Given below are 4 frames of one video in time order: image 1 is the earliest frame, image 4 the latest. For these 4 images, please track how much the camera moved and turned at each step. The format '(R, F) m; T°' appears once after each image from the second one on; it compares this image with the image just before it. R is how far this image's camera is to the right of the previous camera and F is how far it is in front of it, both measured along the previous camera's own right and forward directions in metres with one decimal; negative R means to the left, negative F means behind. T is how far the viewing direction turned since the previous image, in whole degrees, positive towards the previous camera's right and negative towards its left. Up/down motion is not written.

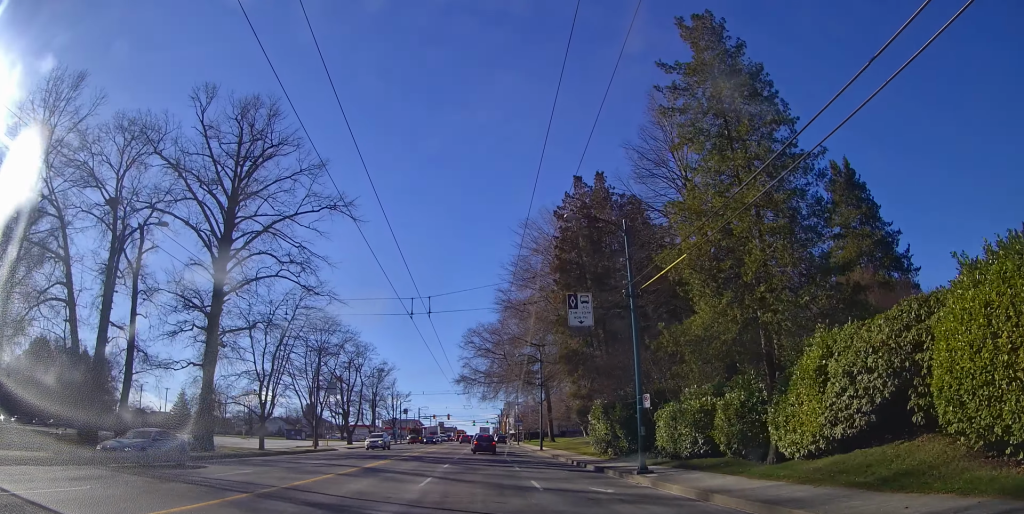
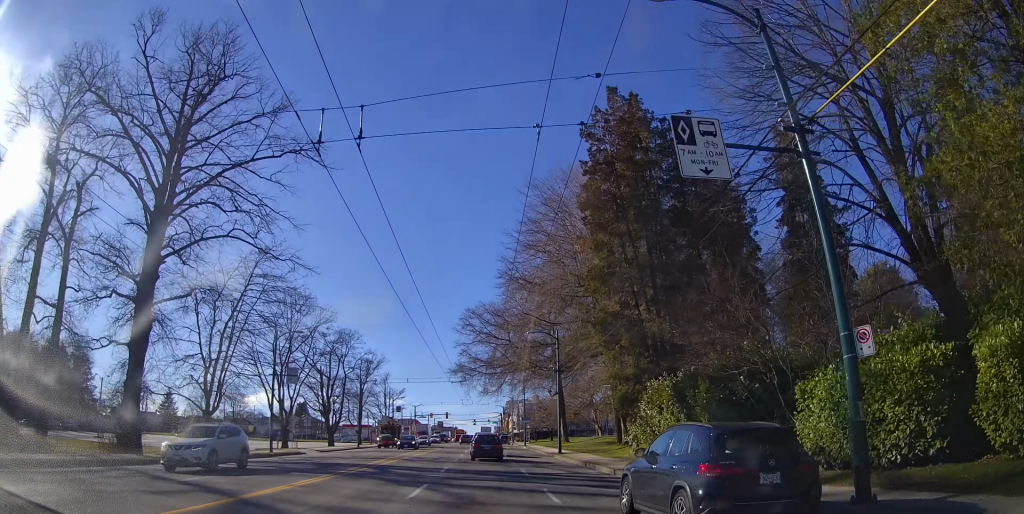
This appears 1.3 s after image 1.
(+0.3, +13.6) m; -1°
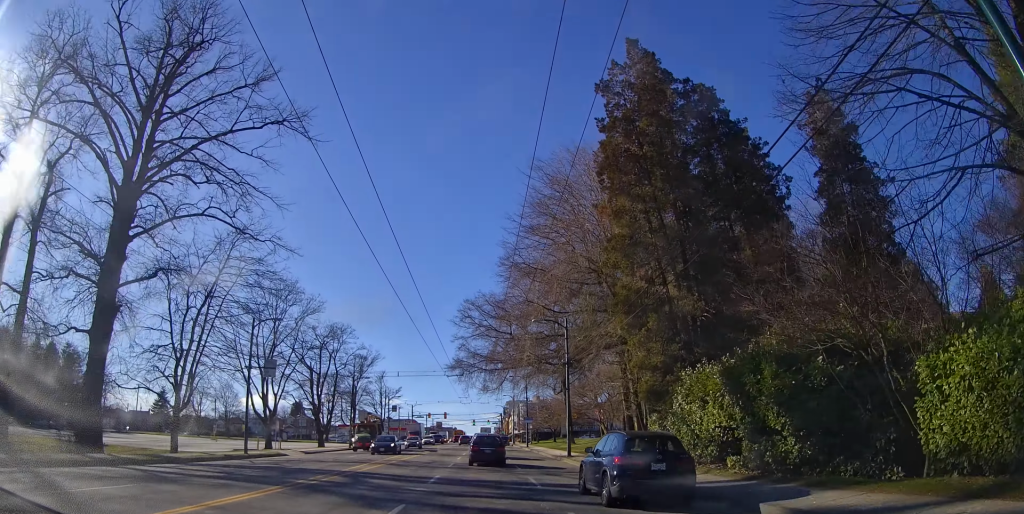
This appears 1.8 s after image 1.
(-0.1, +5.6) m; -2°
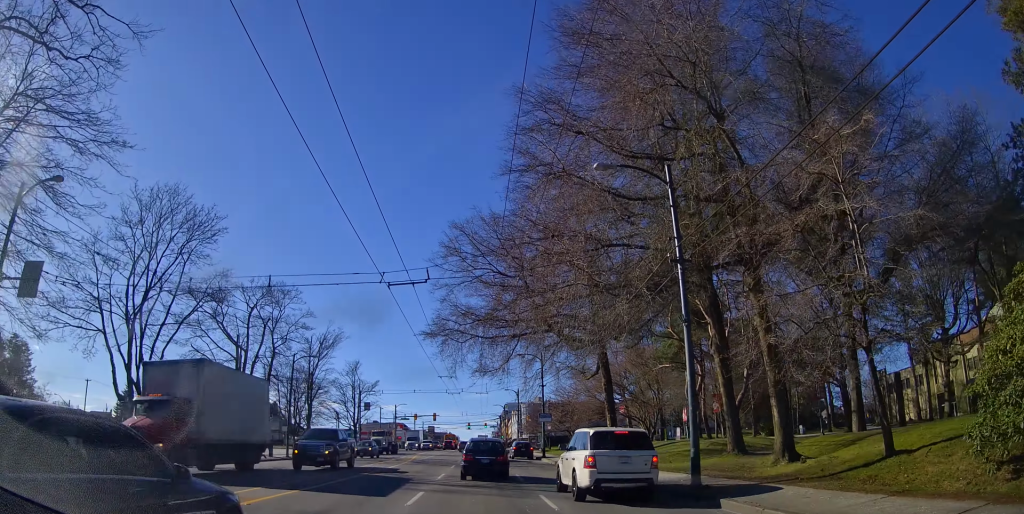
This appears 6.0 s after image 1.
(-0.1, +26.8) m; +2°
